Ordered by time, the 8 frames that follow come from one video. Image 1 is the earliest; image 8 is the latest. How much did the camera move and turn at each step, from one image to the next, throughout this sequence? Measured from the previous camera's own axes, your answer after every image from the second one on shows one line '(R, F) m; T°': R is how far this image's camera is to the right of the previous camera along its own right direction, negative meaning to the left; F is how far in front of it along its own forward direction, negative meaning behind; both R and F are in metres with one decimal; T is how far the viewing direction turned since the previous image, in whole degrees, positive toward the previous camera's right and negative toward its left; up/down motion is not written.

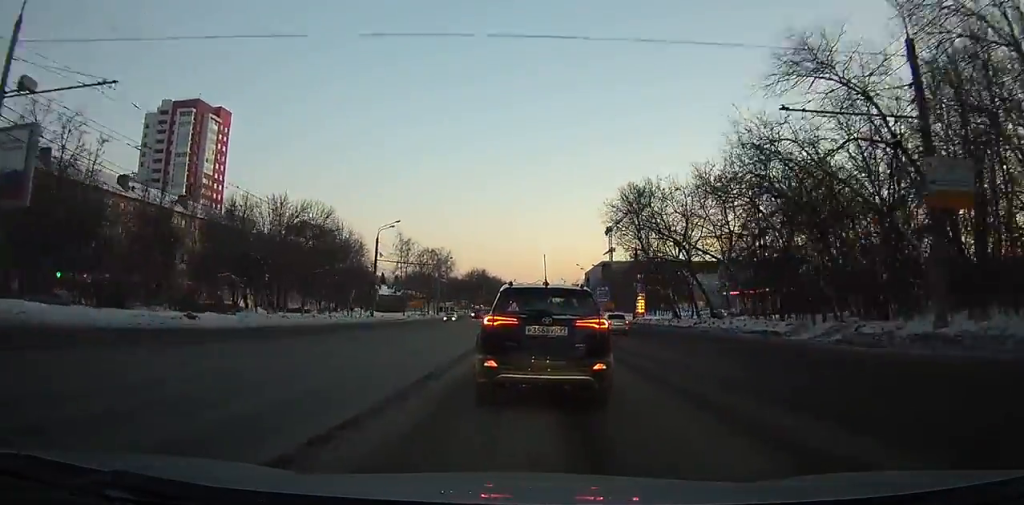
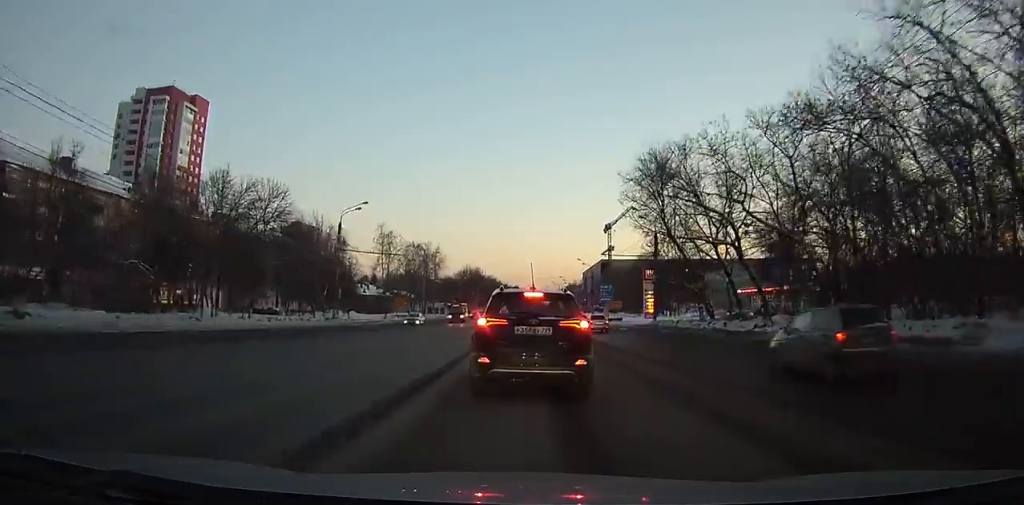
(-0.1, +12.5) m; 0°
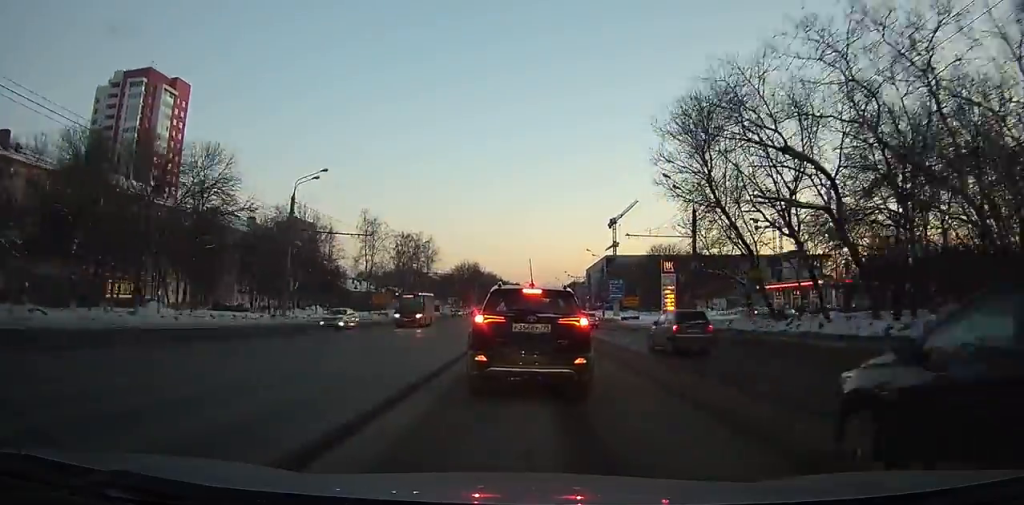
(0.0, +10.8) m; 0°
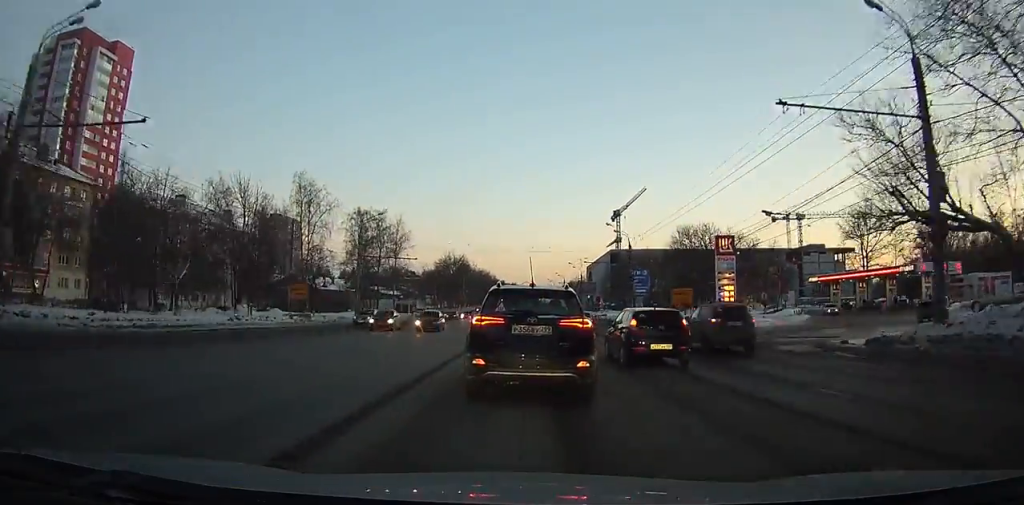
(0.0, +26.3) m; 0°
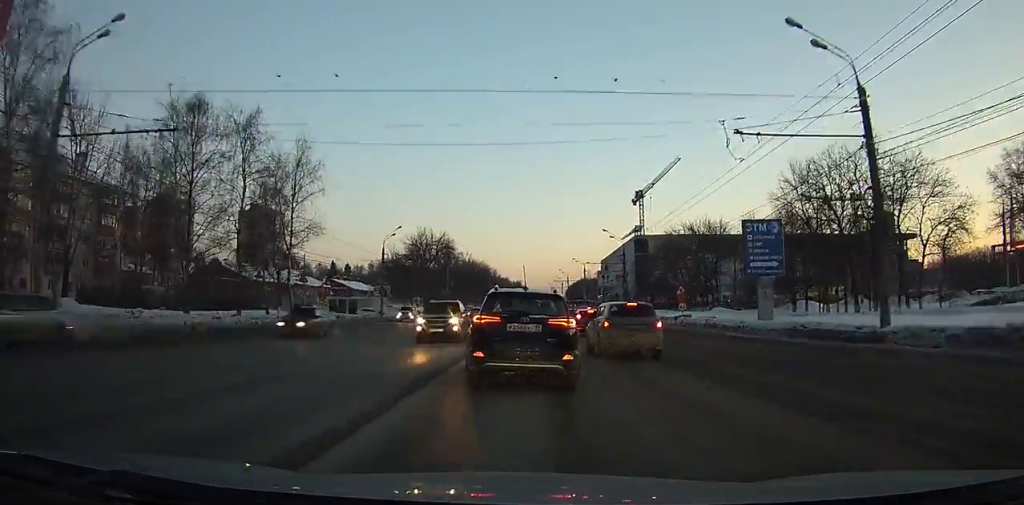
(-0.4, +45.2) m; -1°
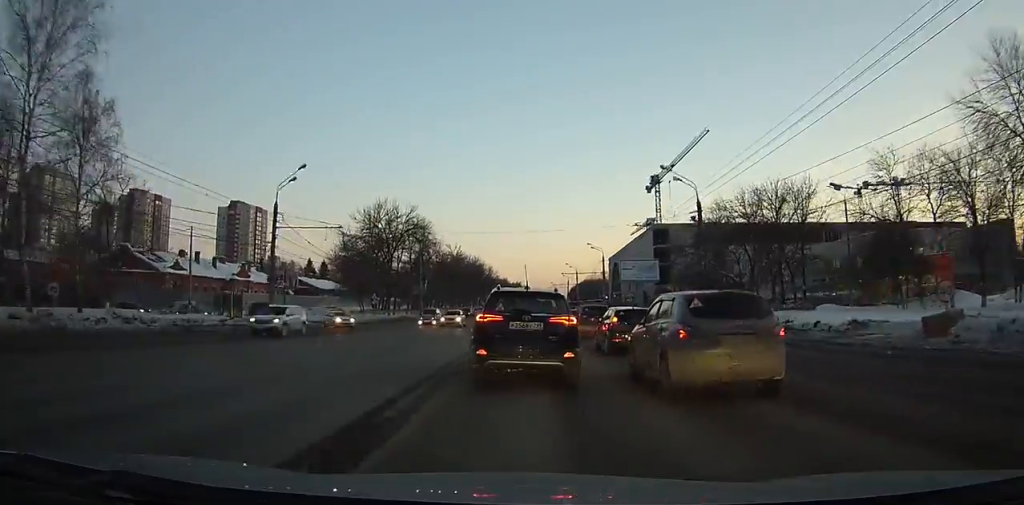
(+0.1, +27.4) m; +1°
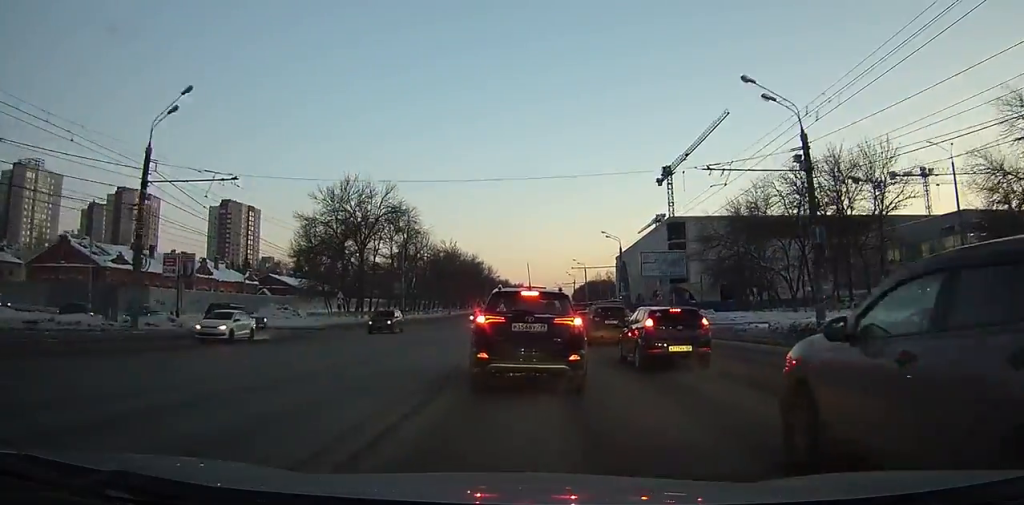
(+0.1, +12.9) m; 0°
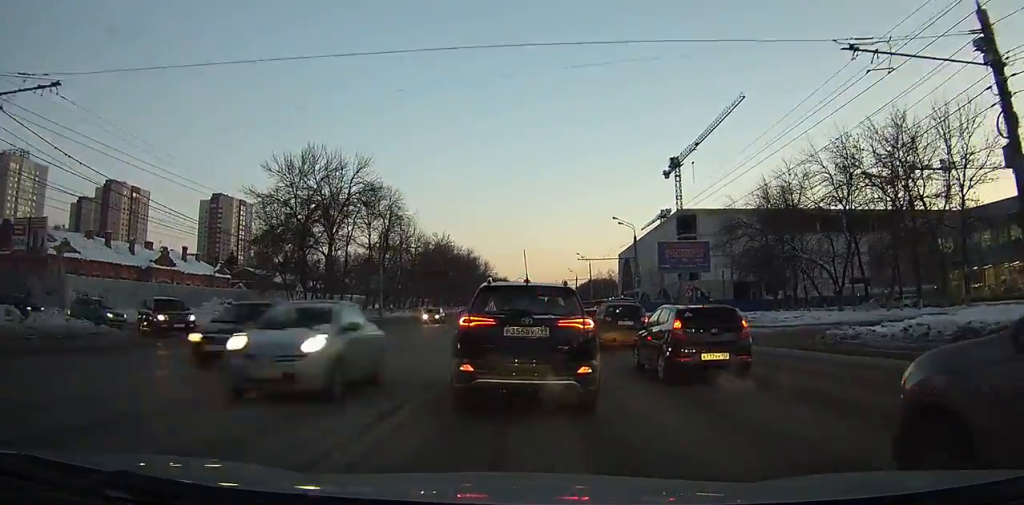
(0.0, +11.2) m; 0°
